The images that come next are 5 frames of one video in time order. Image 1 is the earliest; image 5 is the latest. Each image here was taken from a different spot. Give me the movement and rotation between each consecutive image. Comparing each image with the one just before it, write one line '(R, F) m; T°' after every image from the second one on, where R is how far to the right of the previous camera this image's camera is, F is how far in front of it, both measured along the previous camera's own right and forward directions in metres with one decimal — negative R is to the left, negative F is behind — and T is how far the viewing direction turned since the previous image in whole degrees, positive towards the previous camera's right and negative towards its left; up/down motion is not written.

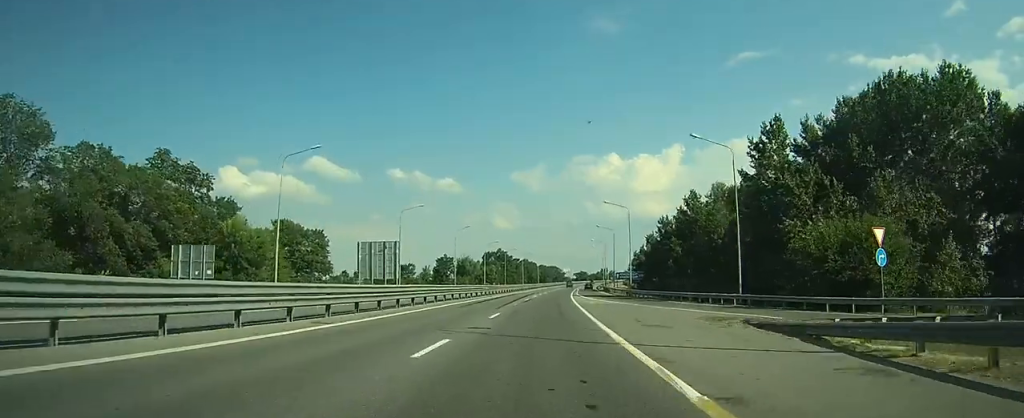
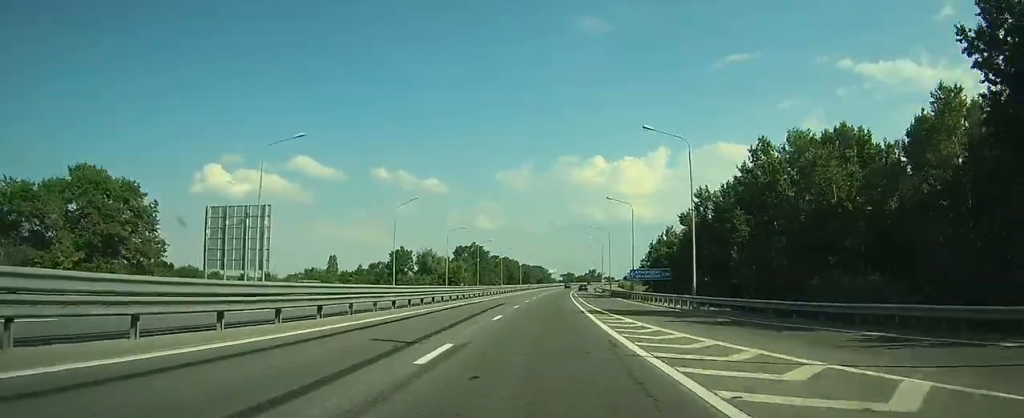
(+0.4, +37.0) m; +1°
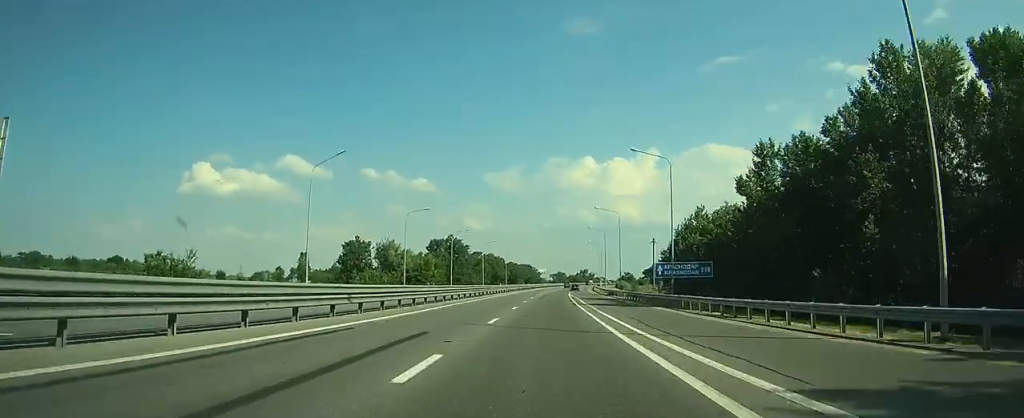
(+0.3, +25.7) m; +1°
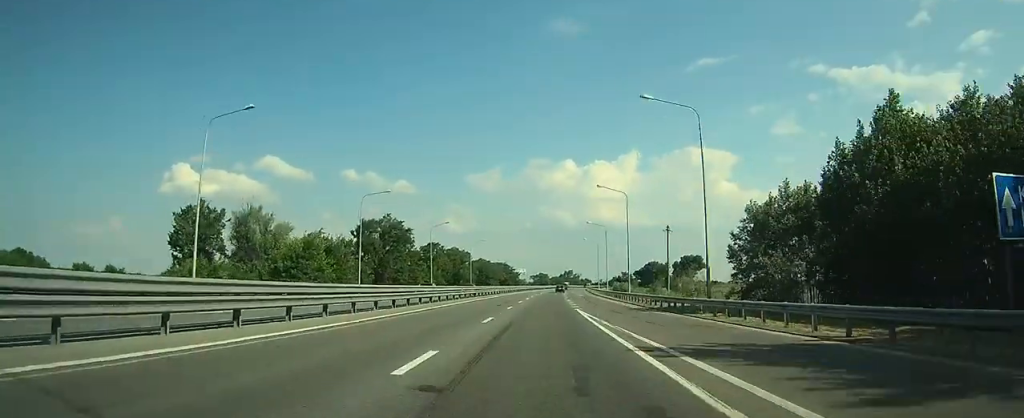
(+0.9, +47.1) m; +2°
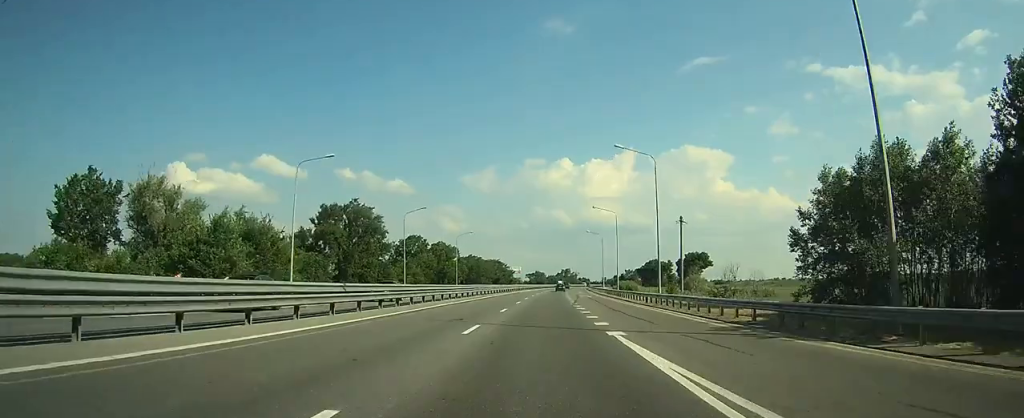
(+0.1, +17.2) m; +1°
